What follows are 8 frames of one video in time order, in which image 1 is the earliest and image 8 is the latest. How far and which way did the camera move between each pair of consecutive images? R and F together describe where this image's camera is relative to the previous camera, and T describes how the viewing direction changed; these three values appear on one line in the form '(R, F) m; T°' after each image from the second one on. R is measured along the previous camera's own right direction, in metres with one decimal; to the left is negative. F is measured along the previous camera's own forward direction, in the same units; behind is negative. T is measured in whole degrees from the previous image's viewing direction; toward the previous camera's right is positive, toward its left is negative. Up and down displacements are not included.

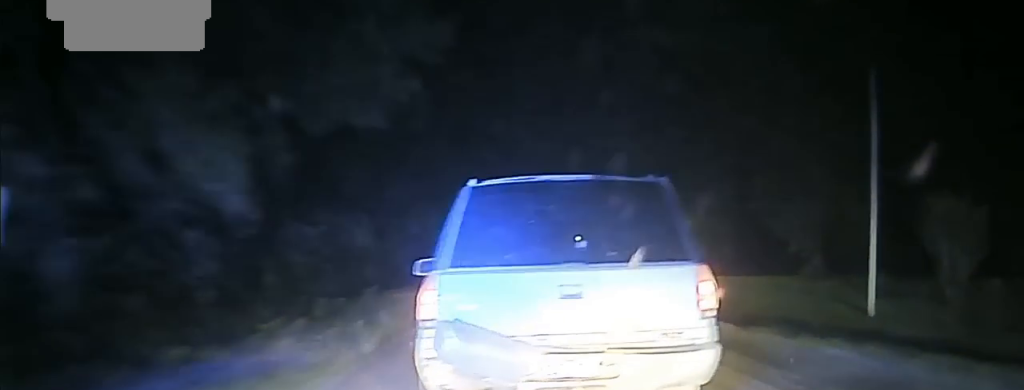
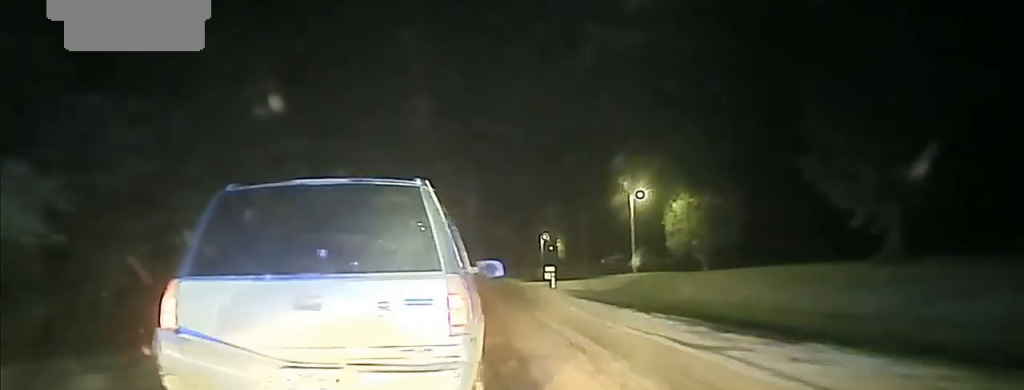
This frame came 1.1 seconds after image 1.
(+0.4, +22.4) m; 0°
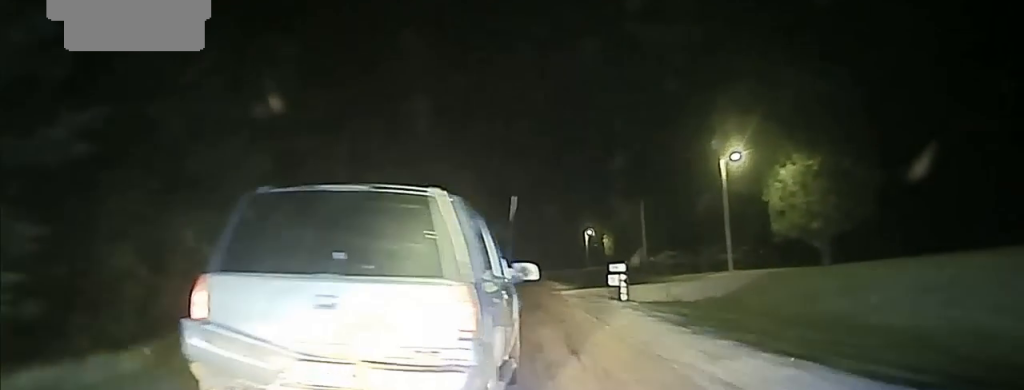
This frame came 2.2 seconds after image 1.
(-0.5, +22.7) m; -1°
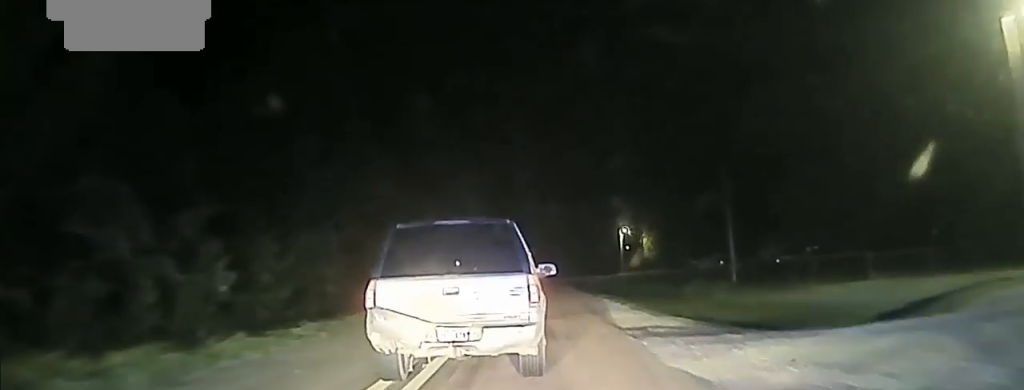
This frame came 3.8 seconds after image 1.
(0.0, +32.7) m; 0°
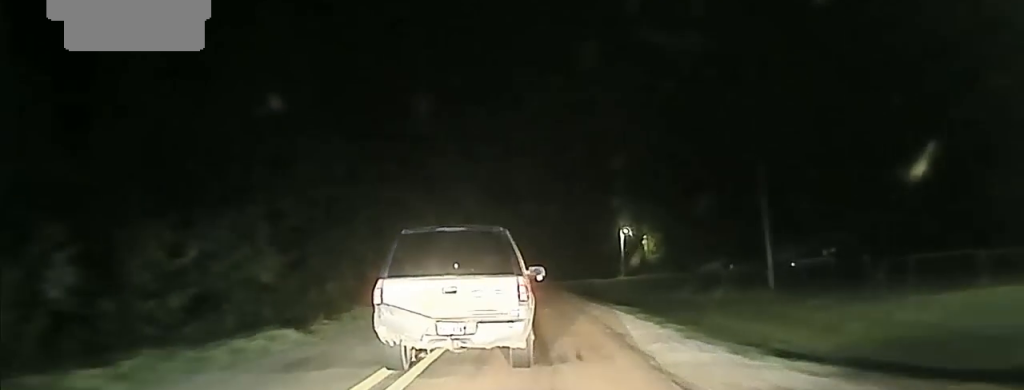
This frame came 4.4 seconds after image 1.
(0.0, +12.6) m; 0°
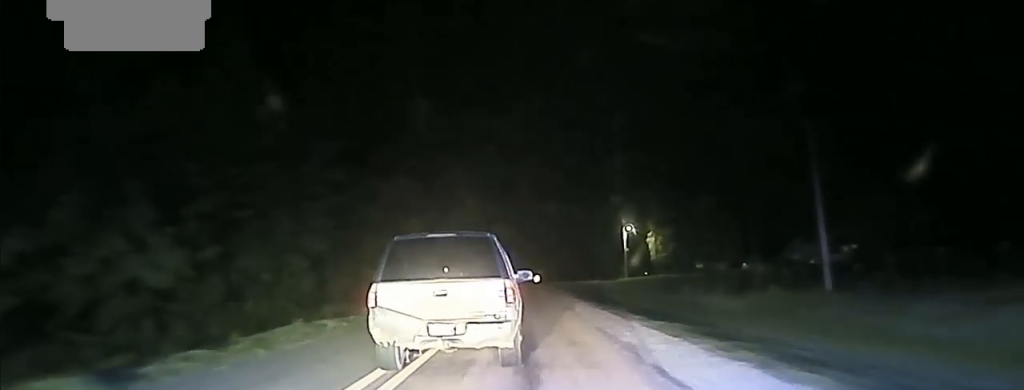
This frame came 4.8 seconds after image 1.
(0.0, +8.6) m; 0°
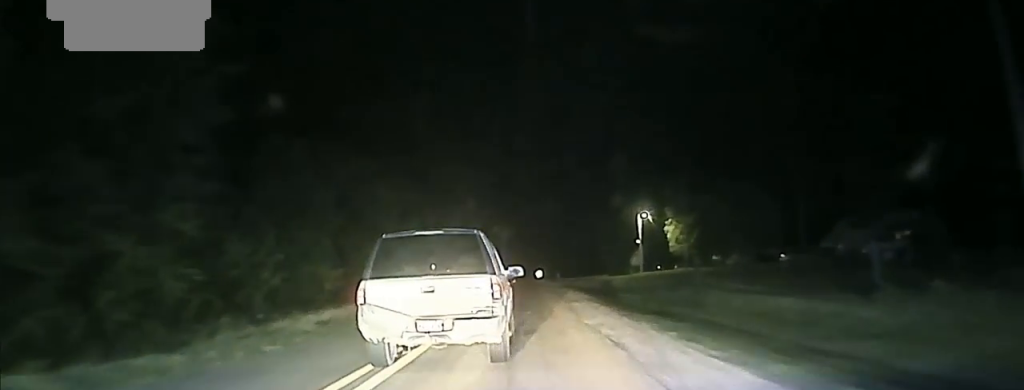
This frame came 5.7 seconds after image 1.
(0.0, +17.2) m; -1°
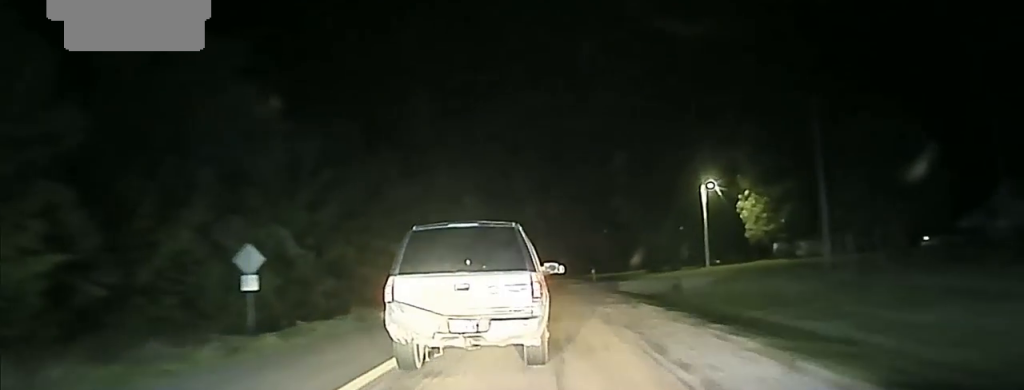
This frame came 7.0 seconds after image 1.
(-0.4, +29.7) m; -1°
